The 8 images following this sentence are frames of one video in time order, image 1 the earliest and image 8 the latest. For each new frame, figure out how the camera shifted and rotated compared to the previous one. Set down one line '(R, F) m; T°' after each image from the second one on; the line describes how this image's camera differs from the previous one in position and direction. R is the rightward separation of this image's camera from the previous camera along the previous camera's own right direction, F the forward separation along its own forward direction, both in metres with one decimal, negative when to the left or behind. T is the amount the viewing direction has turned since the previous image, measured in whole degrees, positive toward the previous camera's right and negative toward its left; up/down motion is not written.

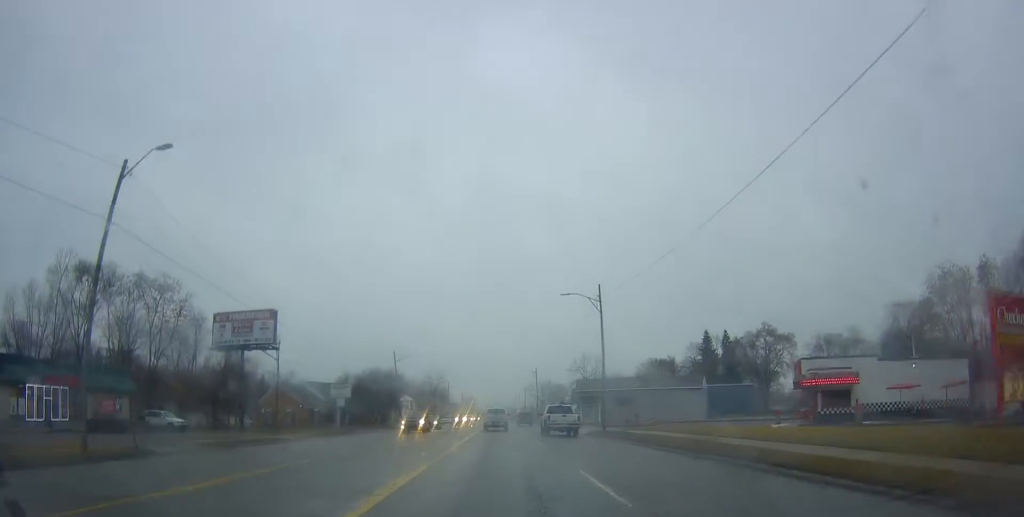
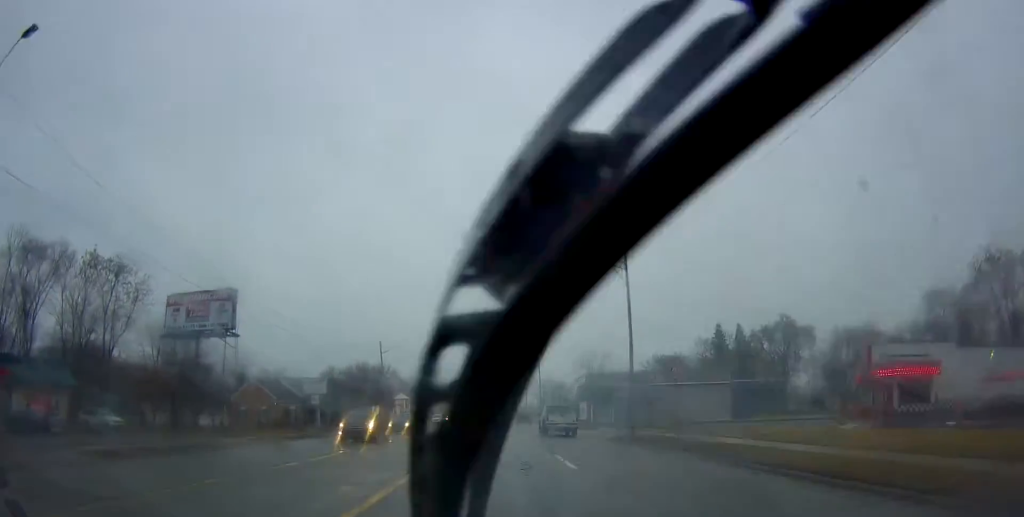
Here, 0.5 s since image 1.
(-0.1, +9.4) m; 0°
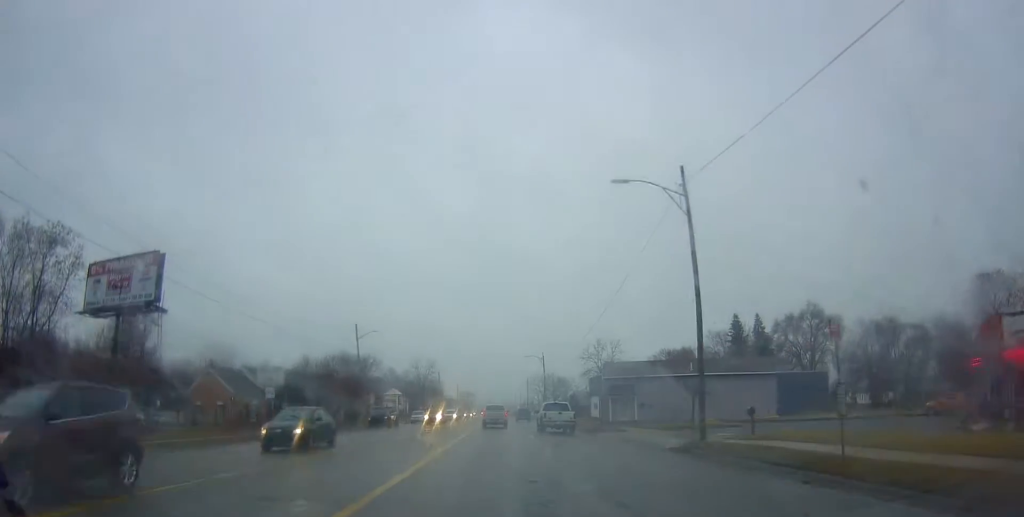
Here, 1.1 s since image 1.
(0.0, +12.0) m; 0°
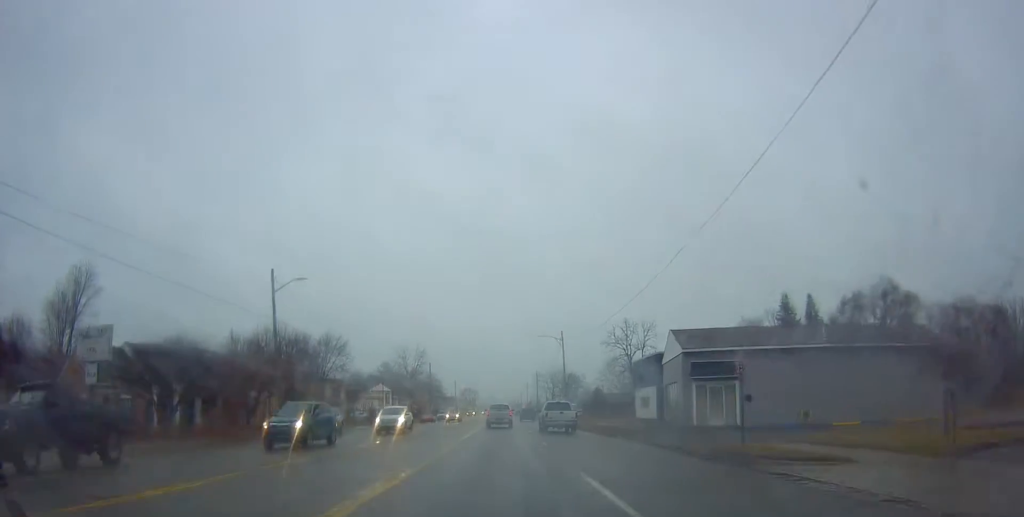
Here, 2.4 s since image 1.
(-0.1, +24.3) m; -1°
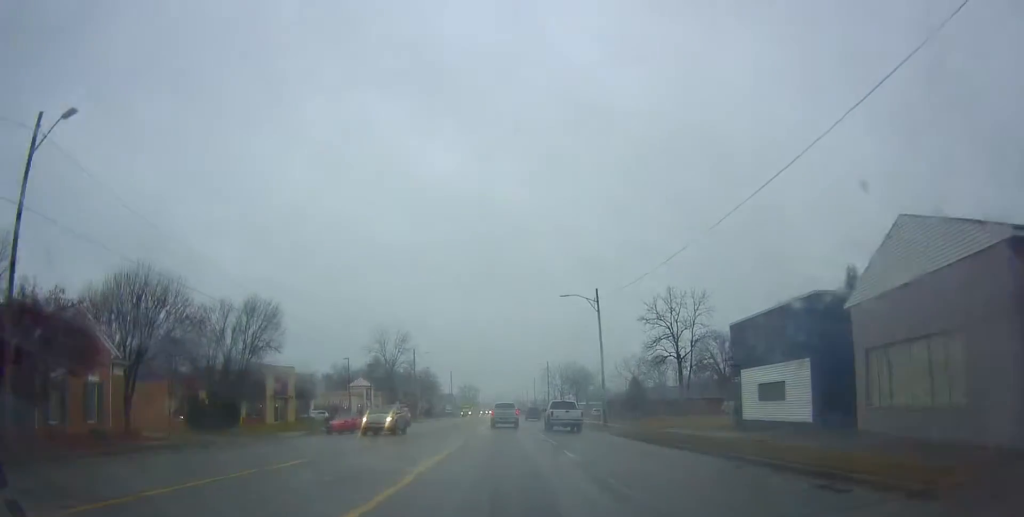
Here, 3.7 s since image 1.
(+0.1, +24.2) m; +1°
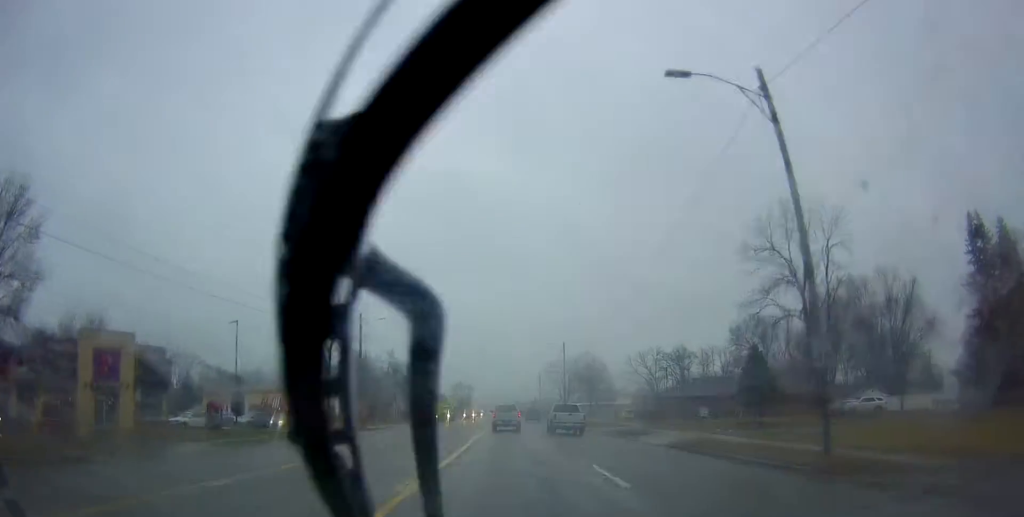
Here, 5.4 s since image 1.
(-0.3, +32.9) m; -1°
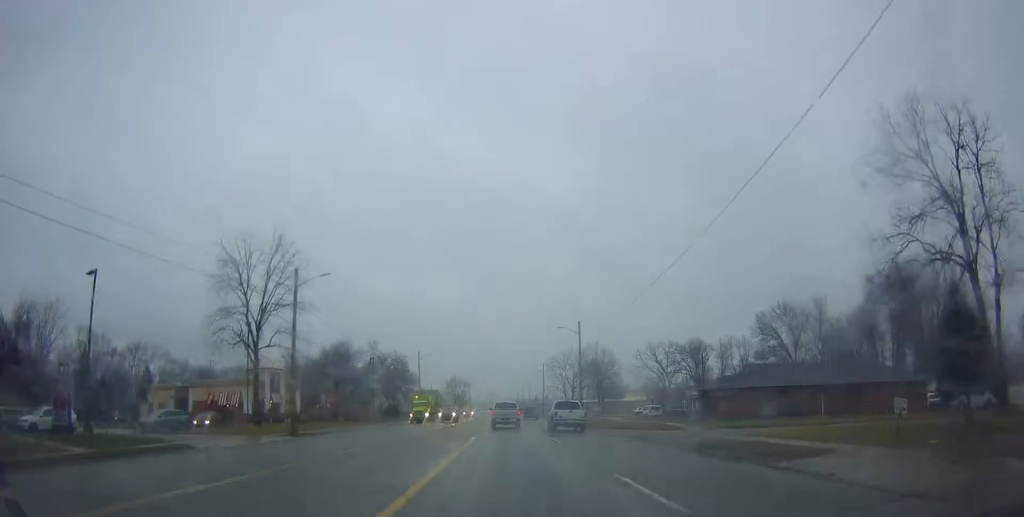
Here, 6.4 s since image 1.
(+0.2, +17.9) m; +1°
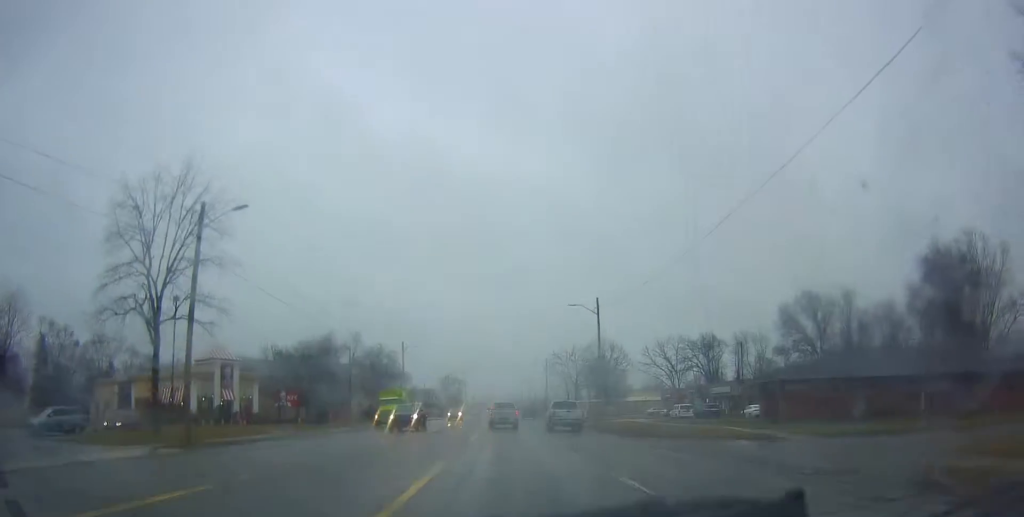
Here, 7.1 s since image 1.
(+0.2, +13.2) m; -1°
